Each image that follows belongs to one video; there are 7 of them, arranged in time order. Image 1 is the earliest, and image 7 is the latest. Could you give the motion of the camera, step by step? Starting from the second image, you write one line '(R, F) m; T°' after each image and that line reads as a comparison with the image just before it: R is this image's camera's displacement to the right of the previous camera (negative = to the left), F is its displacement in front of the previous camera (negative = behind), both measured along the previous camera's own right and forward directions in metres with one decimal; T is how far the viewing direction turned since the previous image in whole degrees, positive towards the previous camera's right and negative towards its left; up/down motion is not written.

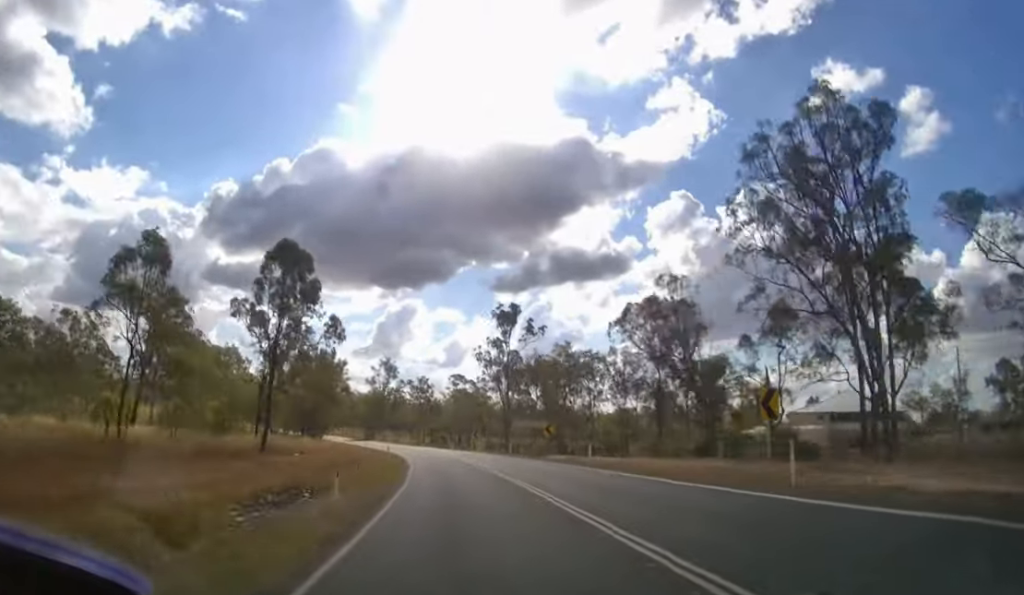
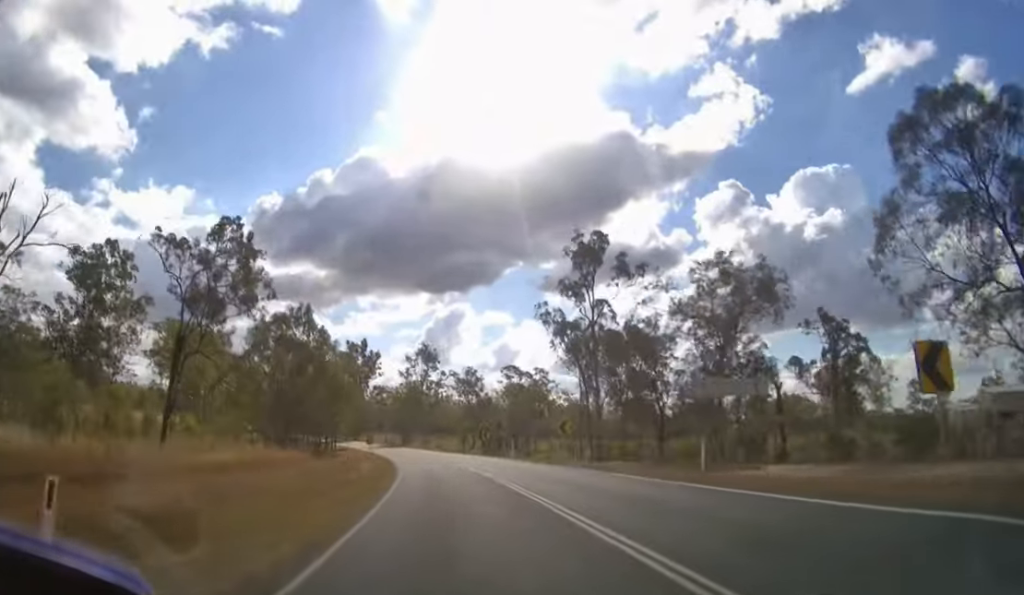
(-1.9, +31.7) m; -7°
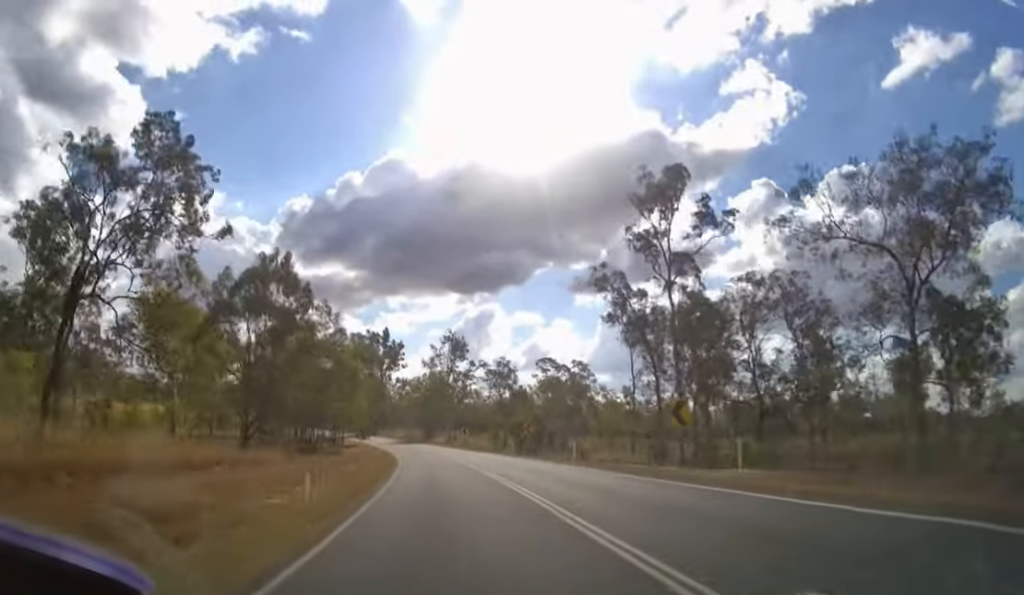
(-0.7, +17.6) m; -3°
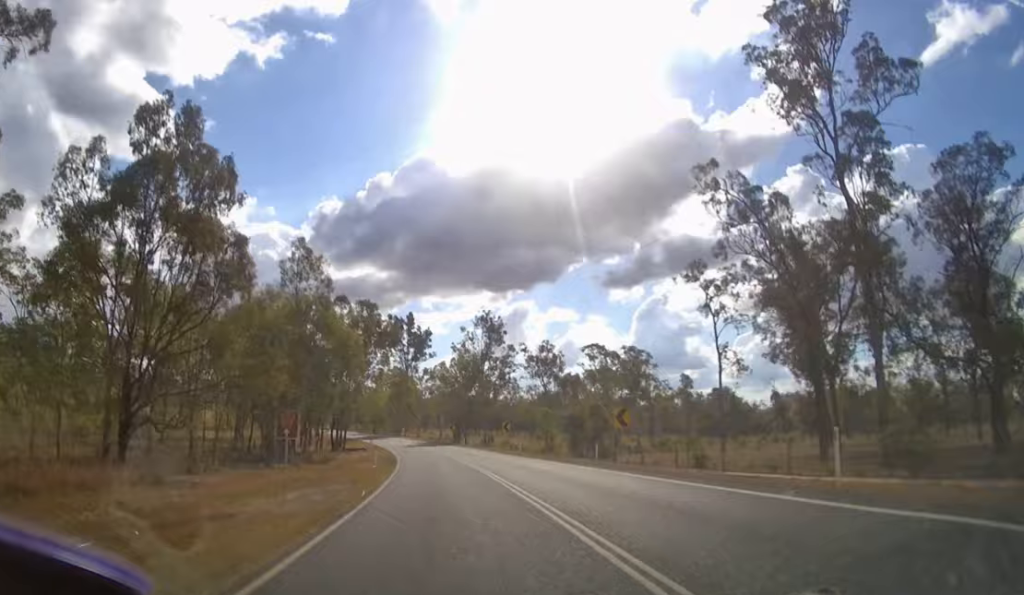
(-0.6, +19.5) m; -4°
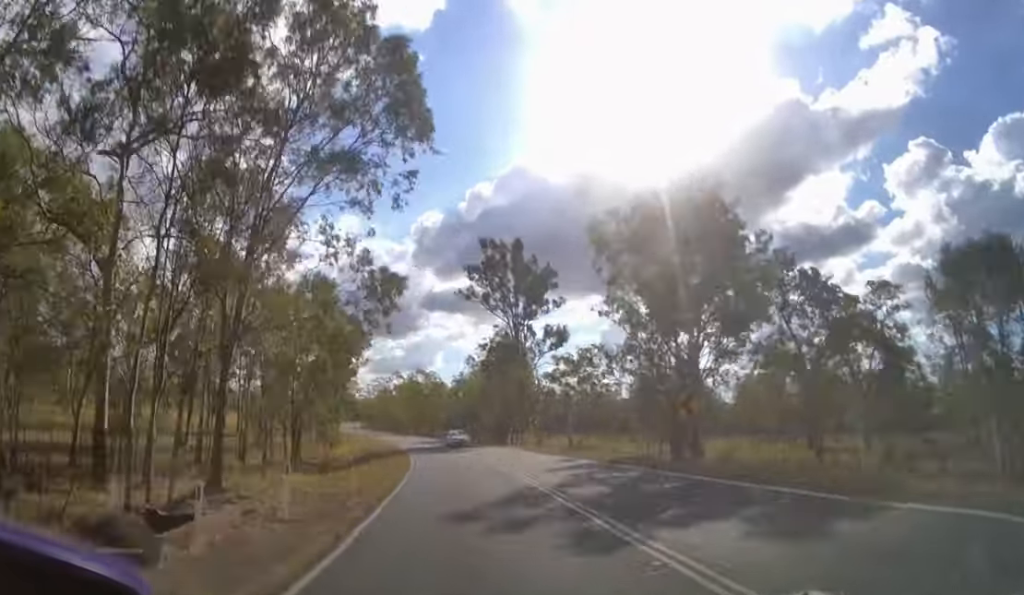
(-6.6, +53.5) m; -14°
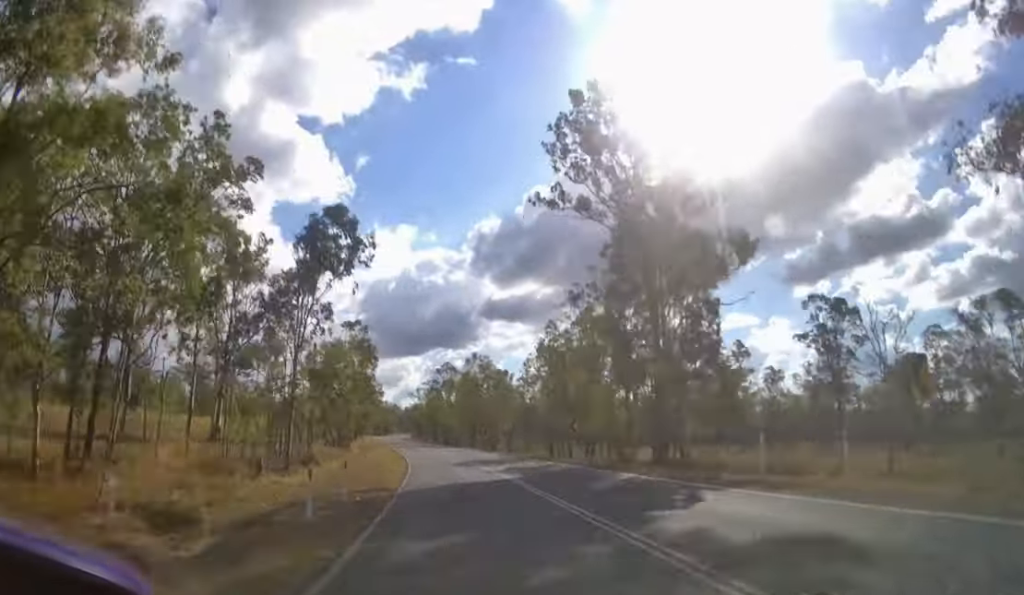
(-1.9, +30.9) m; -7°
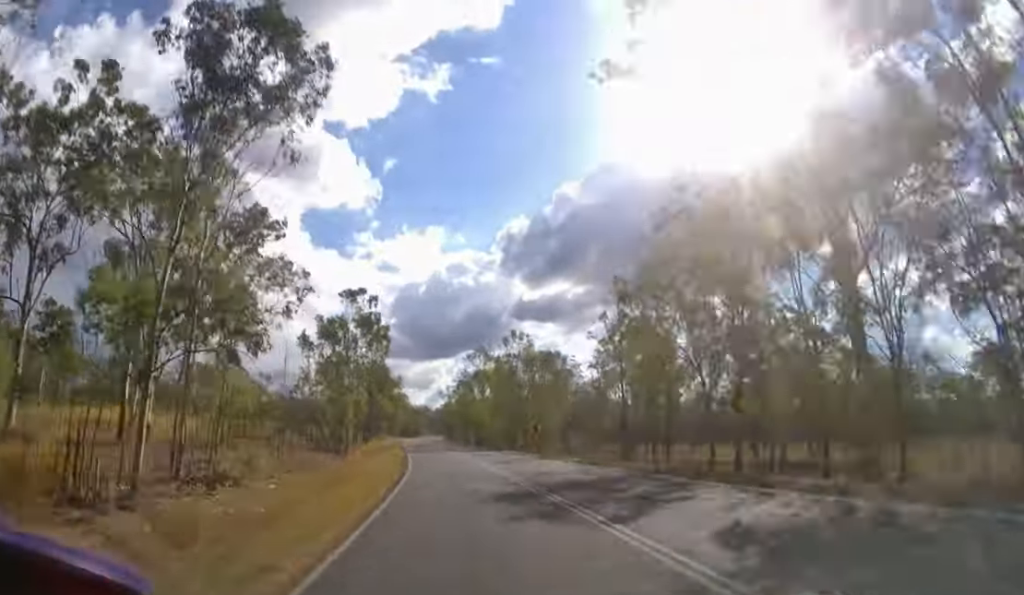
(-0.6, +14.6) m; -3°
